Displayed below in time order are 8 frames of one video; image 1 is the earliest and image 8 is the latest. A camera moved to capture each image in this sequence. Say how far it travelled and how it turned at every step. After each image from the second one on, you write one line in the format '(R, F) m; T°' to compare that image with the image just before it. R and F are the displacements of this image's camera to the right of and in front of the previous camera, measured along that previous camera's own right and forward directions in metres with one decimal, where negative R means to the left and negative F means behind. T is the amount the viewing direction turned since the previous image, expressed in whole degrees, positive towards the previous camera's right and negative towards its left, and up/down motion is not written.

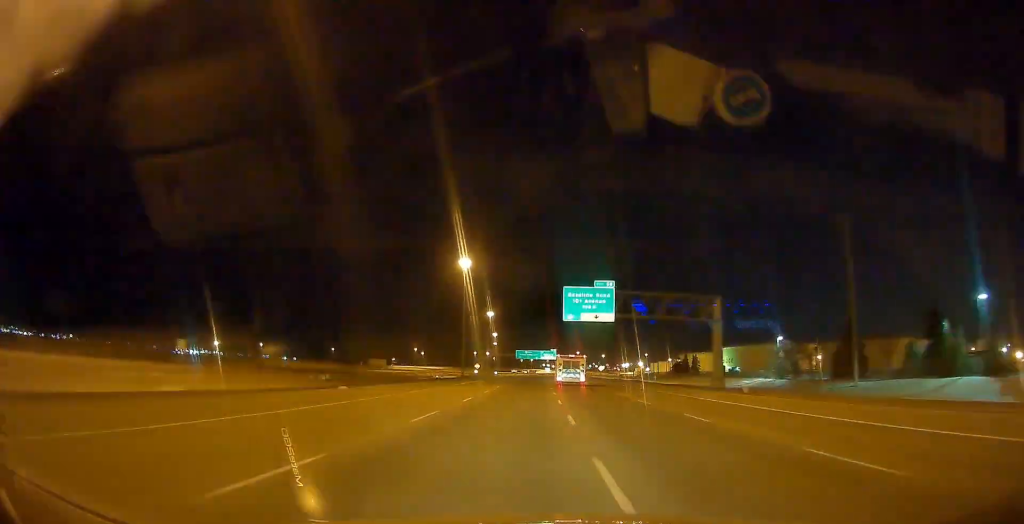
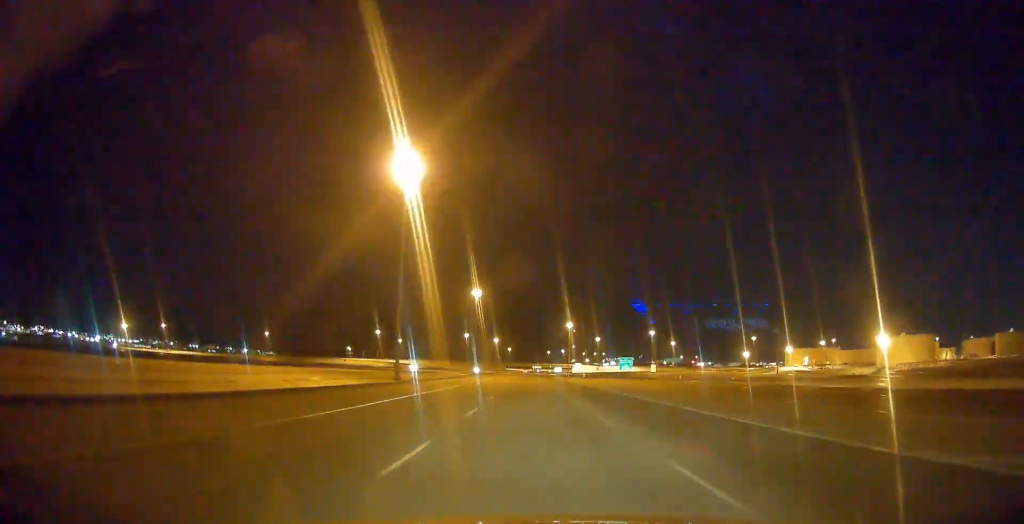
(-11.5, +436.2) m; -2°
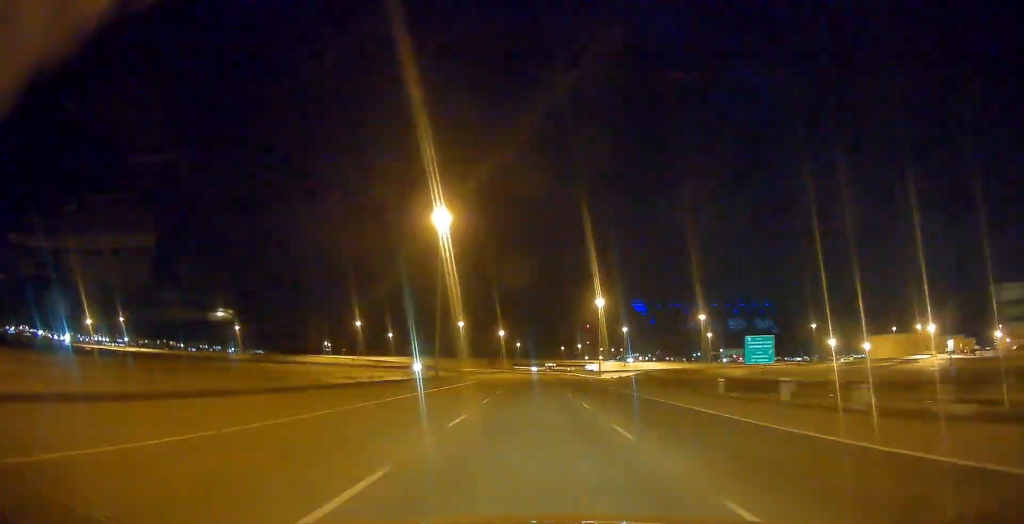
(-0.1, +112.5) m; +1°
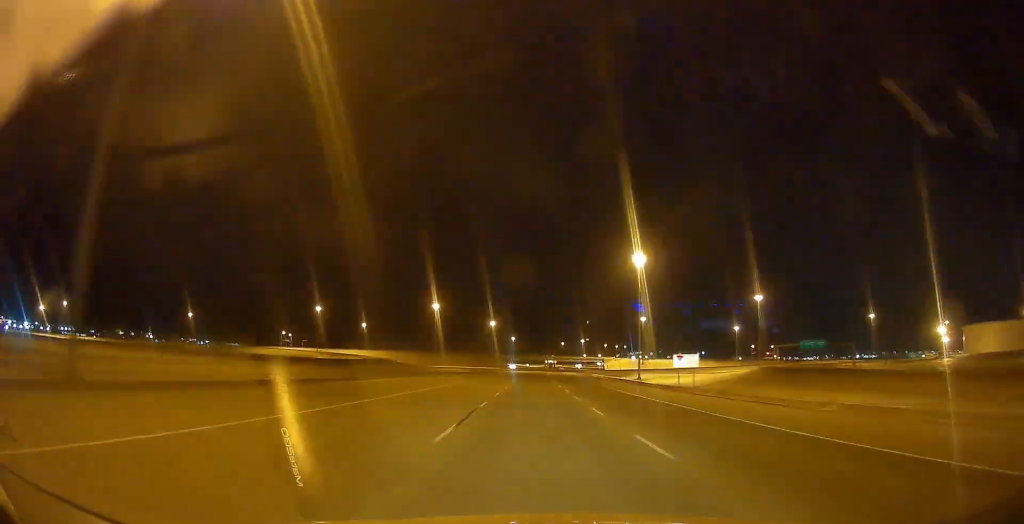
(-1.6, +95.4) m; +1°
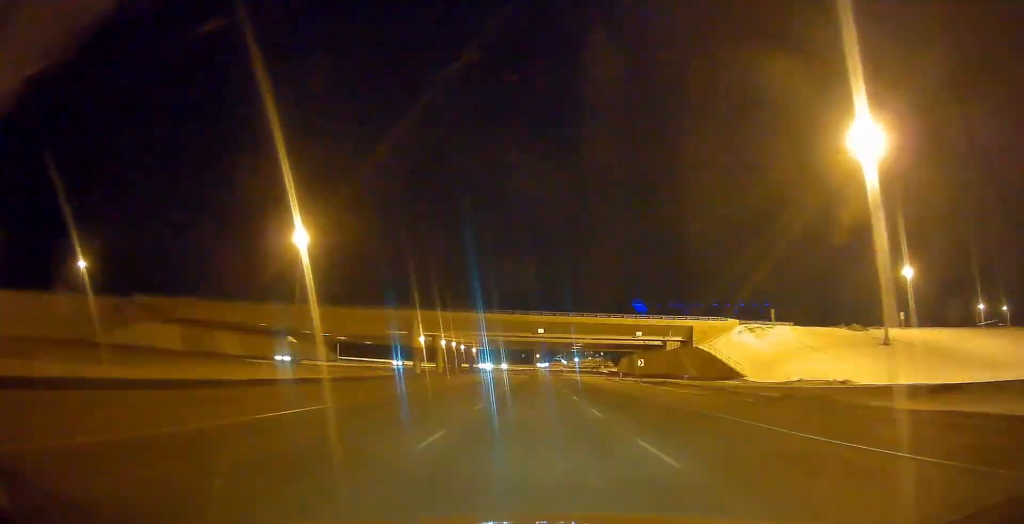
(+21.1, +394.9) m; +6°
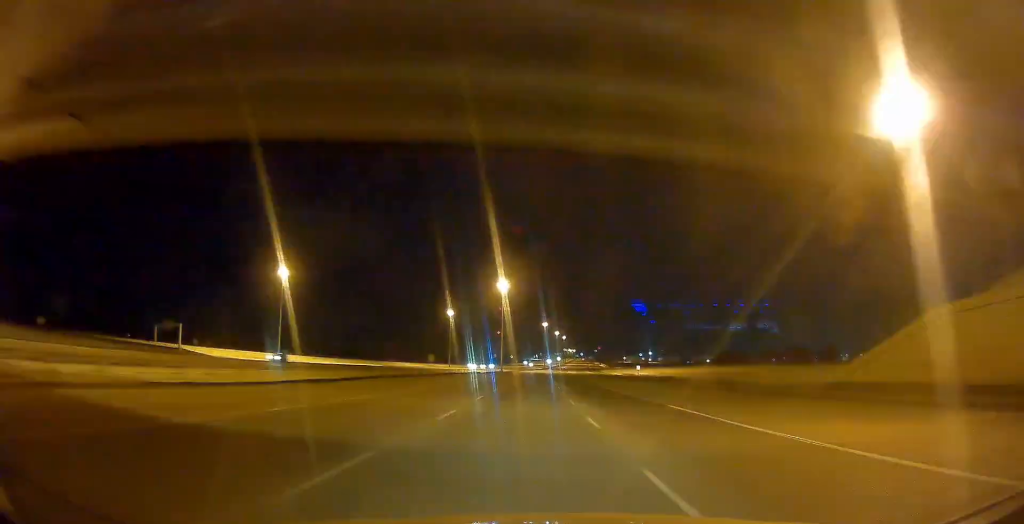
(+2.5, +159.8) m; +3°
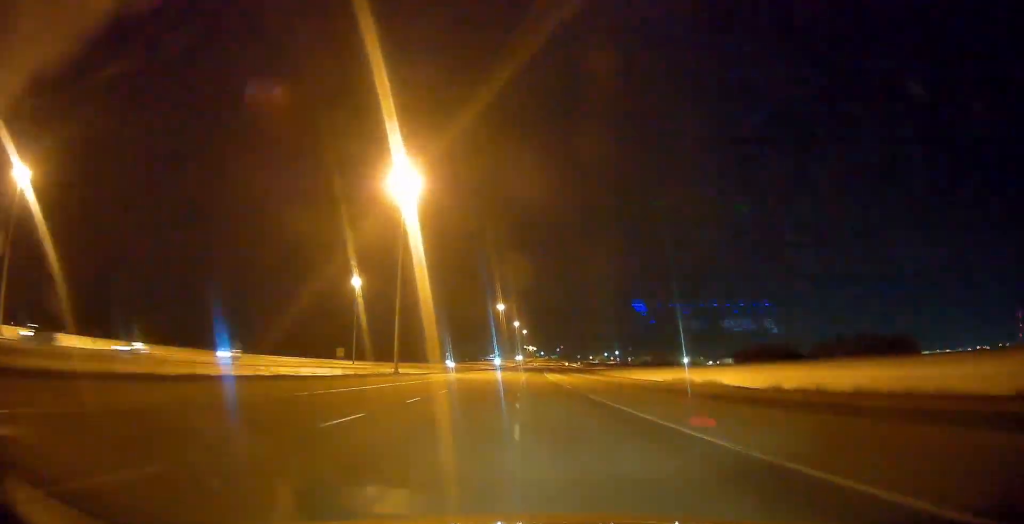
(+4.8, +145.4) m; +1°
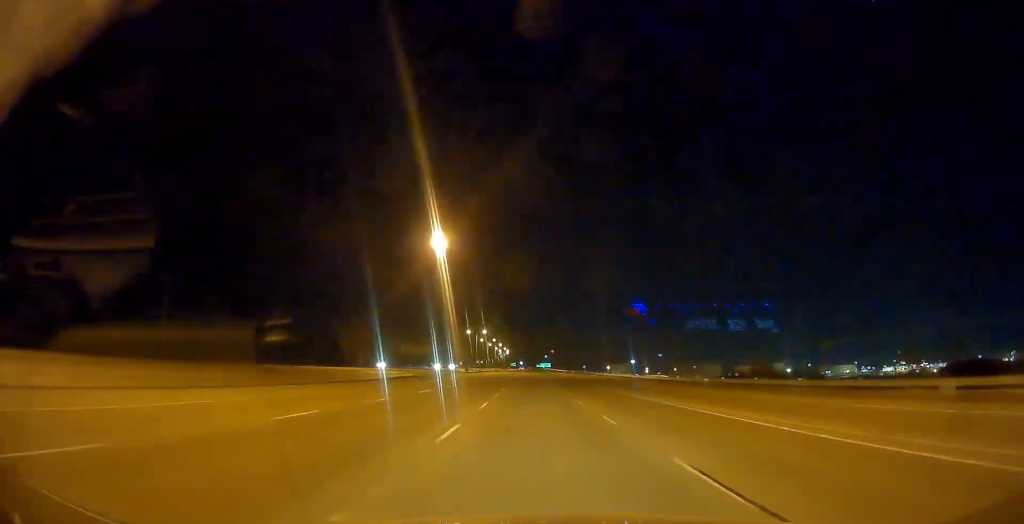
(+13.8, +547.8) m; +2°
